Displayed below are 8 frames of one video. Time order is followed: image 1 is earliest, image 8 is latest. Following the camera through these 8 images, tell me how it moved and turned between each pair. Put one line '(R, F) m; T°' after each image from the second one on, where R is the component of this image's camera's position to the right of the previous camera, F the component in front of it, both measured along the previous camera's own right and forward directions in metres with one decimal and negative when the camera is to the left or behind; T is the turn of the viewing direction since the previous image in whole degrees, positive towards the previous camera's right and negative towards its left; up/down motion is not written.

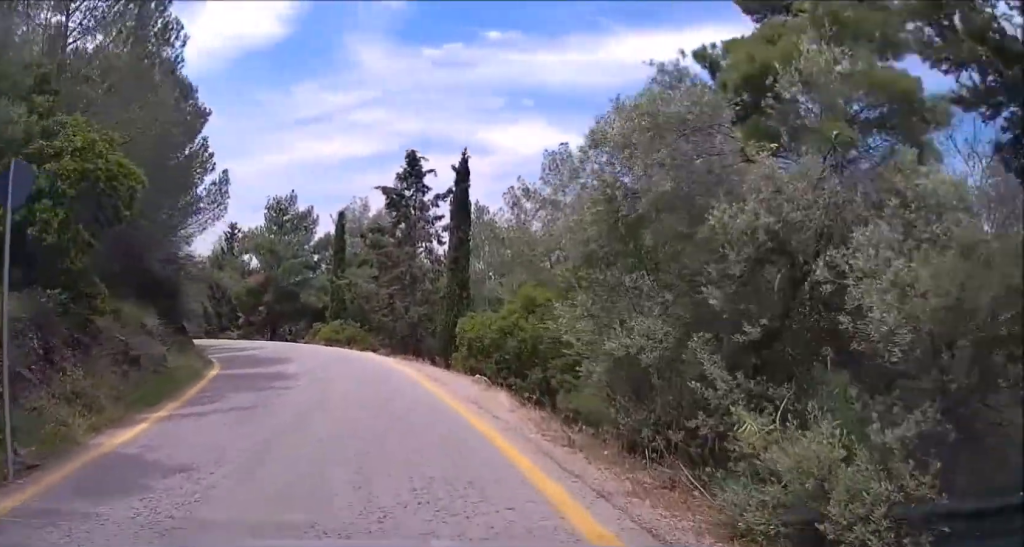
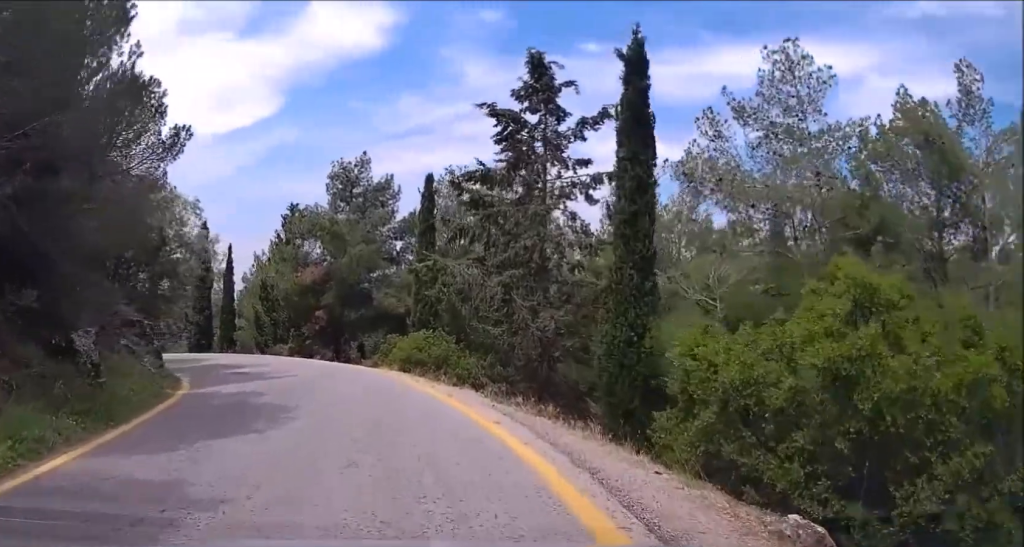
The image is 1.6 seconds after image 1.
(-0.1, +12.3) m; -3°
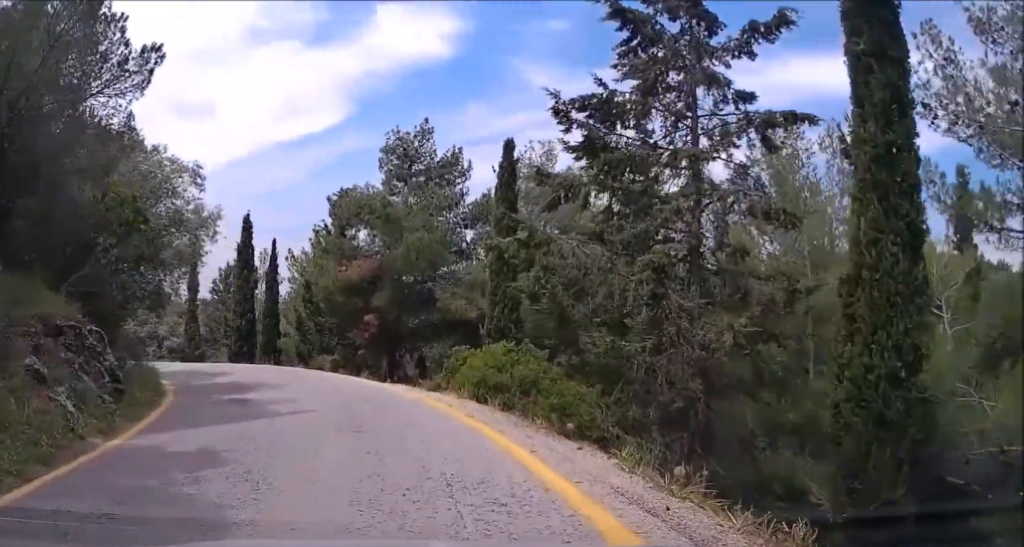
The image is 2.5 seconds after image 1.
(-0.4, +6.5) m; -3°
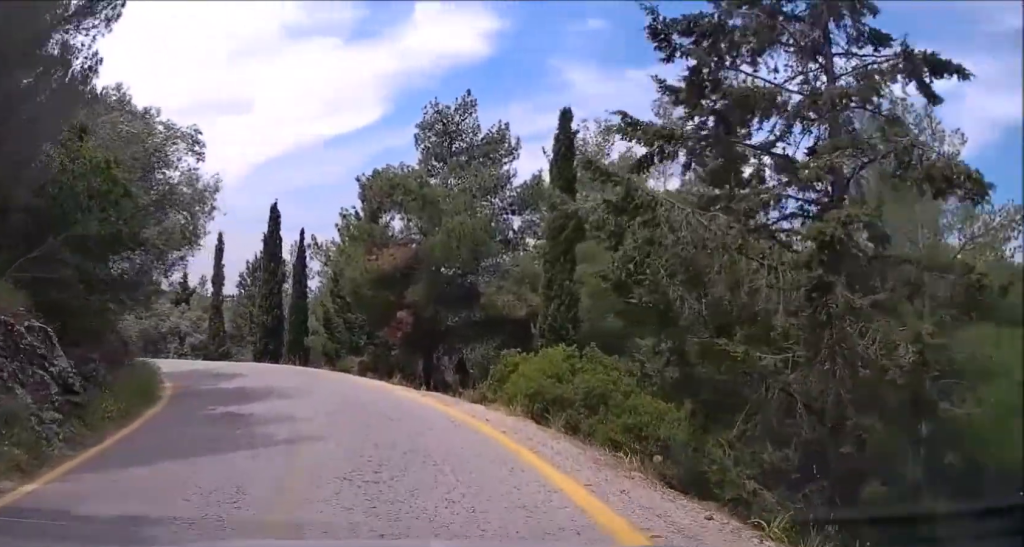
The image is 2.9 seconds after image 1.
(0.0, +3.1) m; -1°
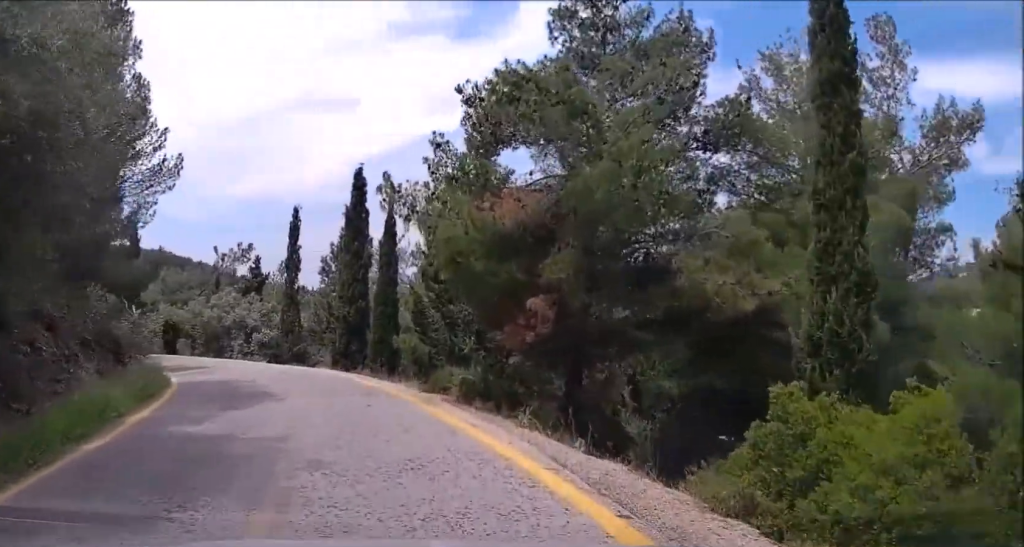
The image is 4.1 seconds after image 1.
(-0.3, +9.1) m; -6°
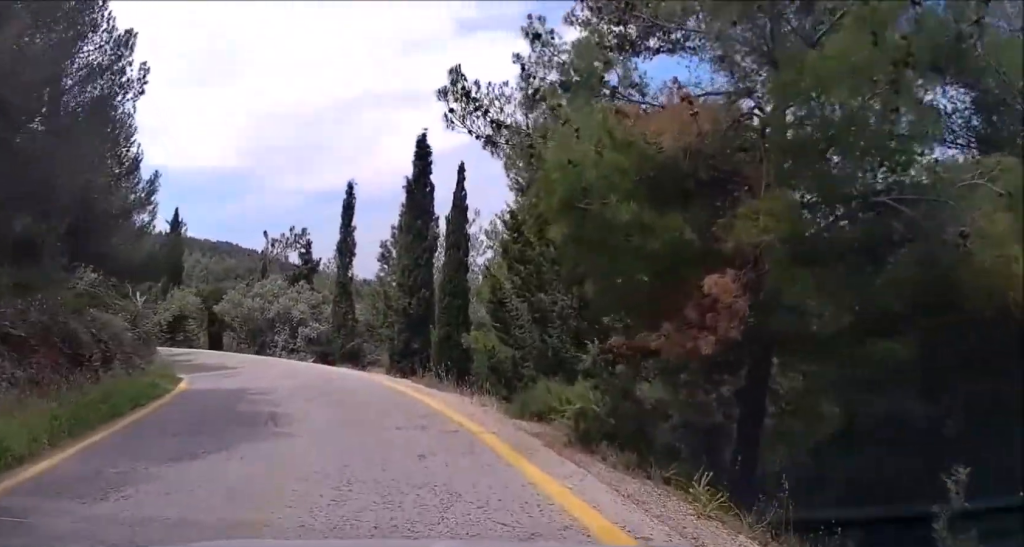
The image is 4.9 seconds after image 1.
(-0.3, +5.7) m; -5°
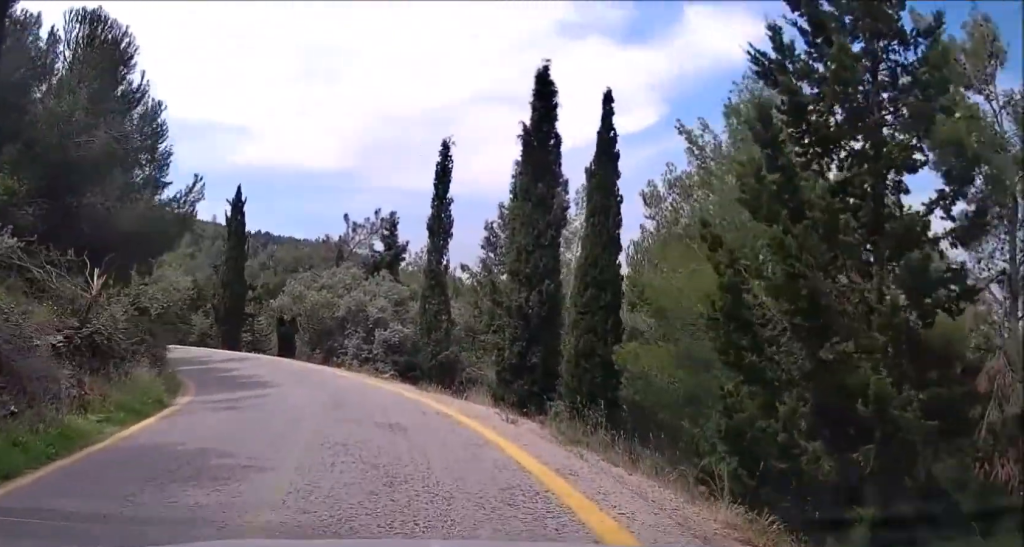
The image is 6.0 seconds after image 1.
(-0.5, +8.5) m; -7°
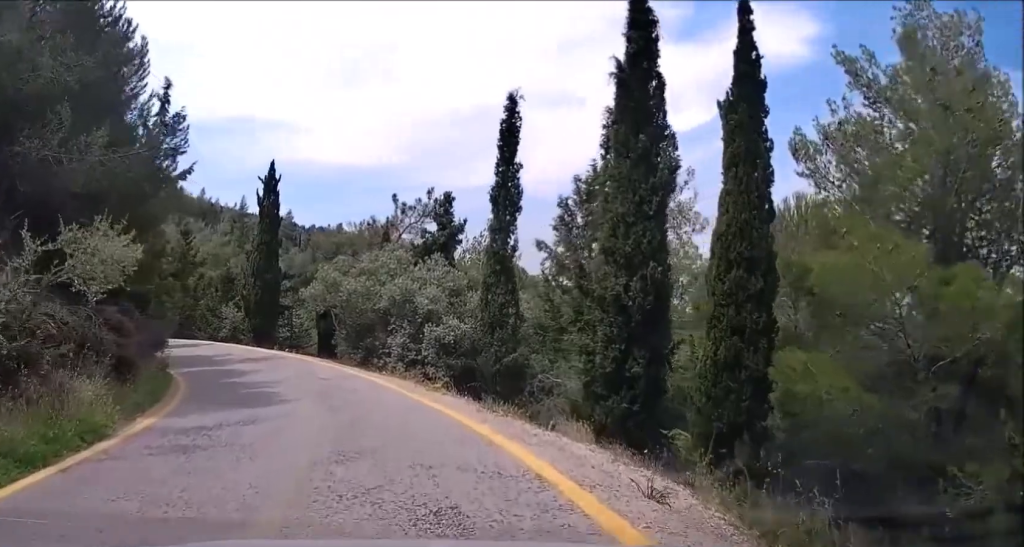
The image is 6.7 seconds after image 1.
(-0.2, +5.0) m; -5°
